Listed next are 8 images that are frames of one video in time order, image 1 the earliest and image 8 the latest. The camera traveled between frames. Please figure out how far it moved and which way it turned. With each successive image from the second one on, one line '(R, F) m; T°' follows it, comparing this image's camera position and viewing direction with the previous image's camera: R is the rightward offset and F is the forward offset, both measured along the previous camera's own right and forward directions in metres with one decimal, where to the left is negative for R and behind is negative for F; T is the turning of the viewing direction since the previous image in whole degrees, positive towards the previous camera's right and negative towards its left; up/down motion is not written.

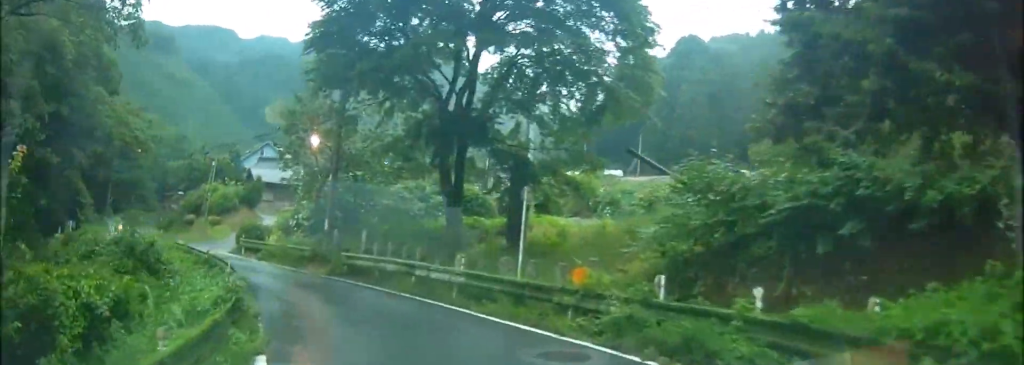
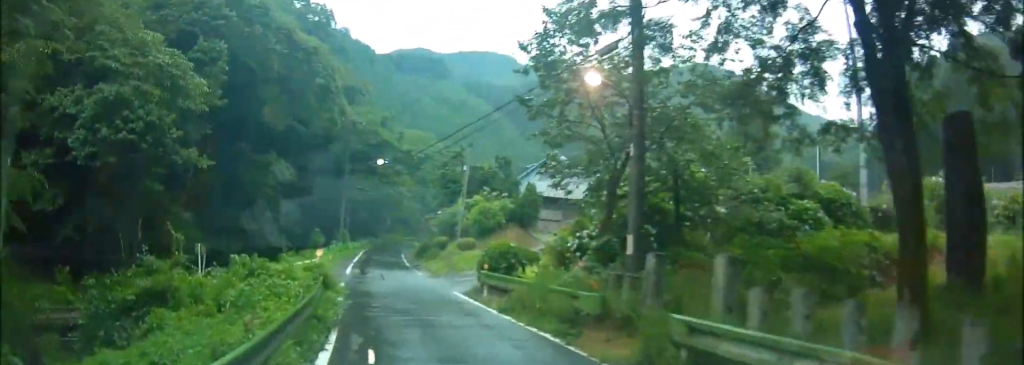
(-1.9, +11.6) m; -28°
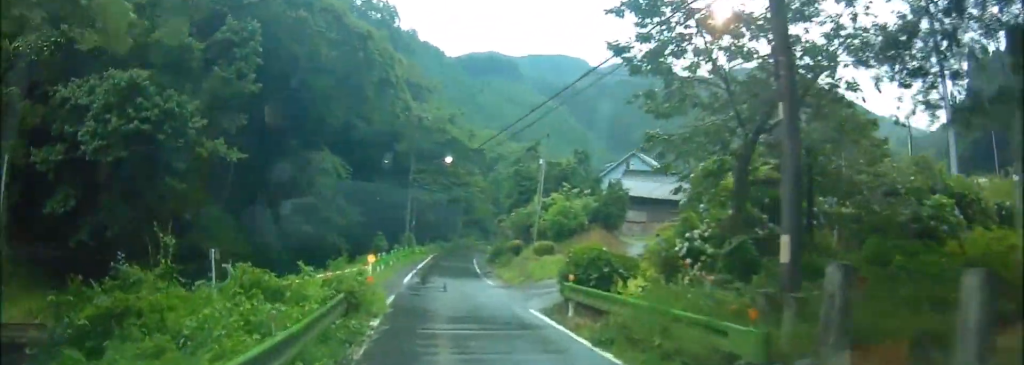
(-0.4, +3.6) m; -9°
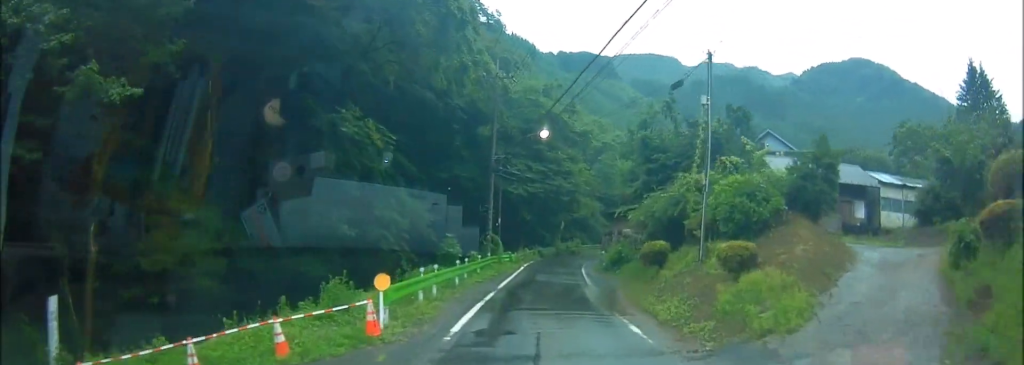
(-1.4, +11.2) m; -11°
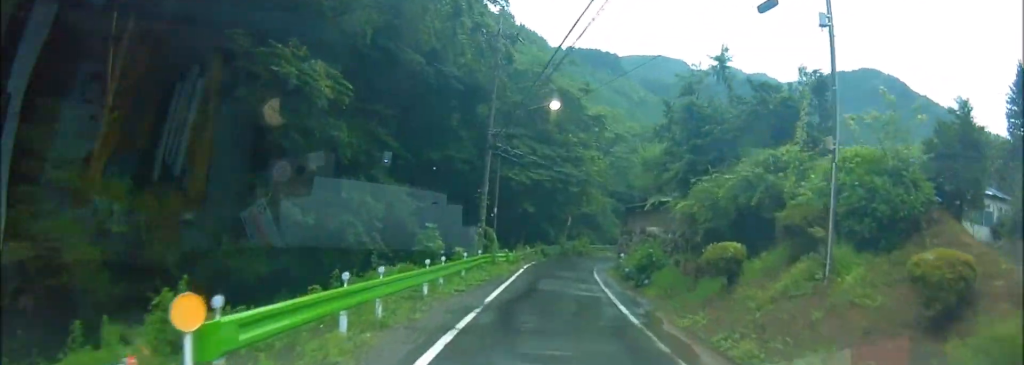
(-0.5, +5.5) m; -7°
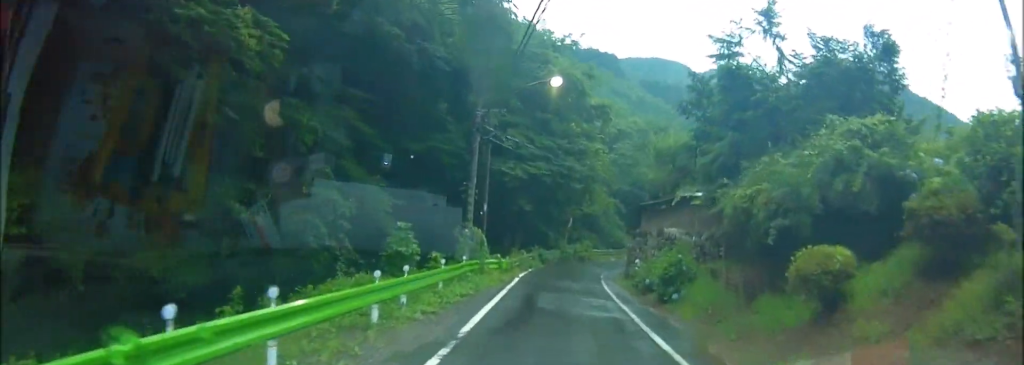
(-0.2, +3.9) m; -3°
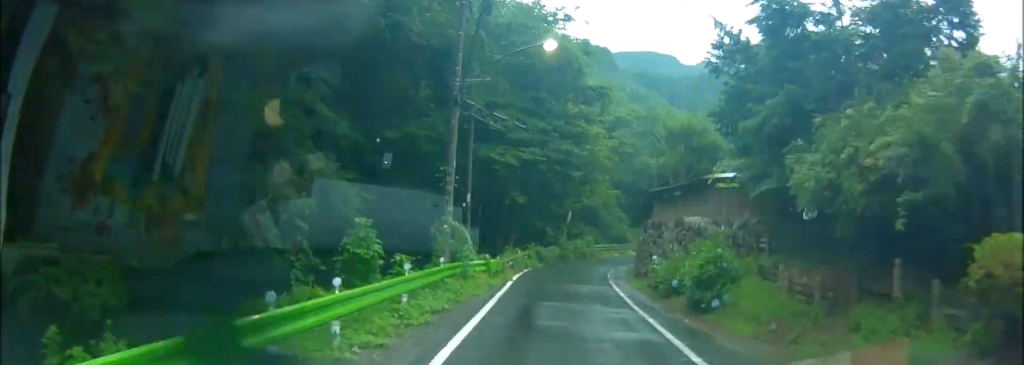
(-0.1, +3.7) m; 0°
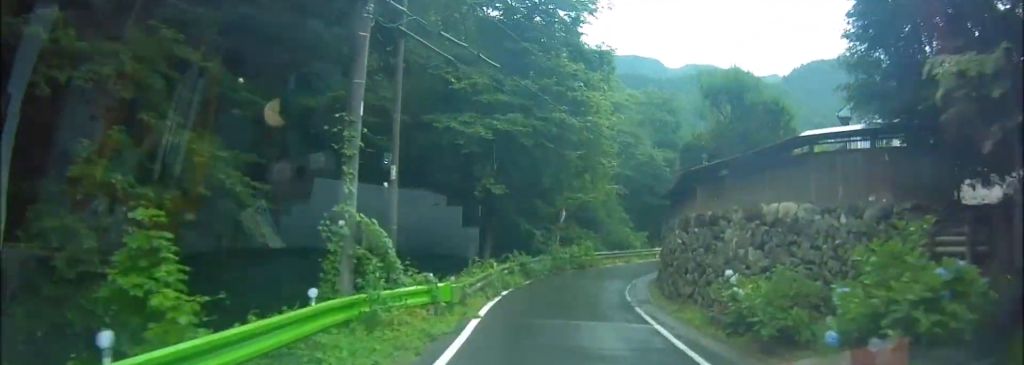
(+0.1, +8.9) m; +2°
